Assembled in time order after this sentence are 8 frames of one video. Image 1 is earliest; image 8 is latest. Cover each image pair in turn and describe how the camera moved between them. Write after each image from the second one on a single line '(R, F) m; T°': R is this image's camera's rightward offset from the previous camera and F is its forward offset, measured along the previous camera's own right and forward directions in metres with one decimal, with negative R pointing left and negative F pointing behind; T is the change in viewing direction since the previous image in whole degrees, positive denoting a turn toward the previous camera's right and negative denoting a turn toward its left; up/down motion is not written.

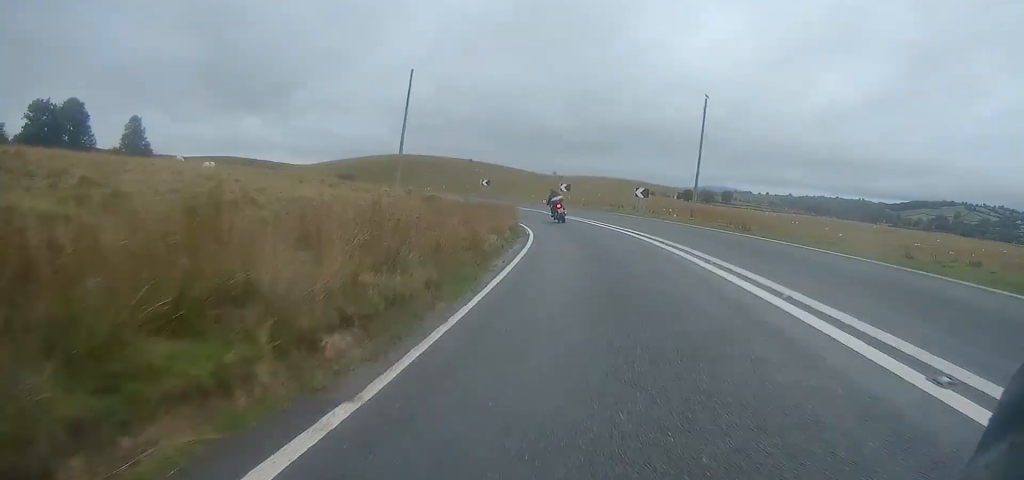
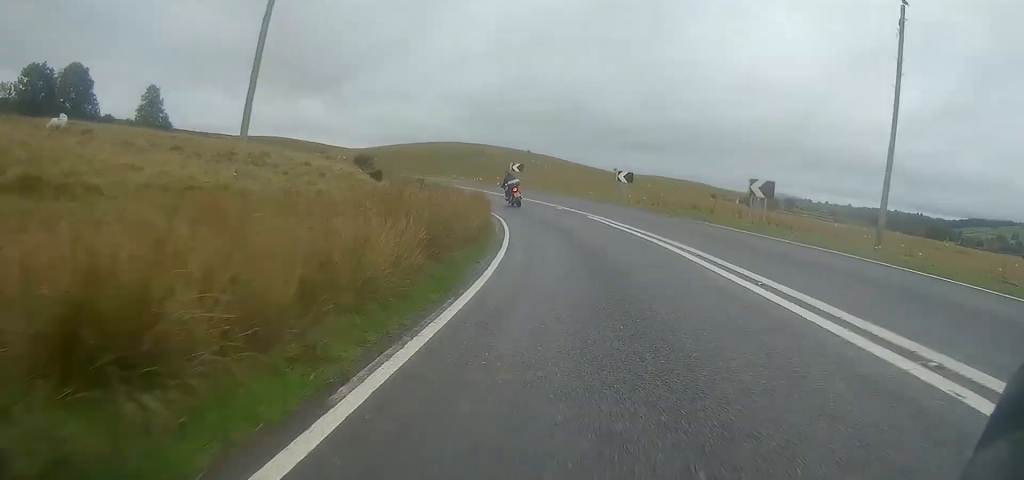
(-0.9, +17.9) m; -7°
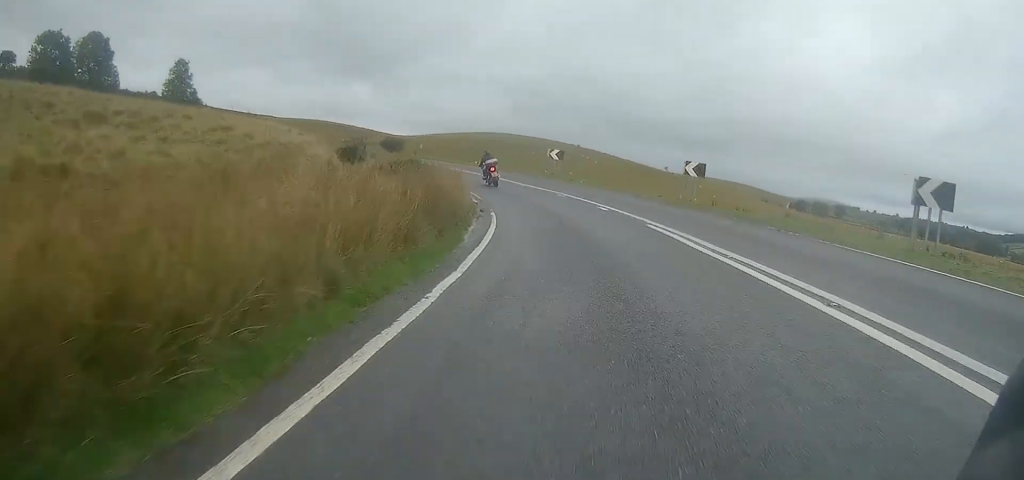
(-0.2, +9.5) m; -4°
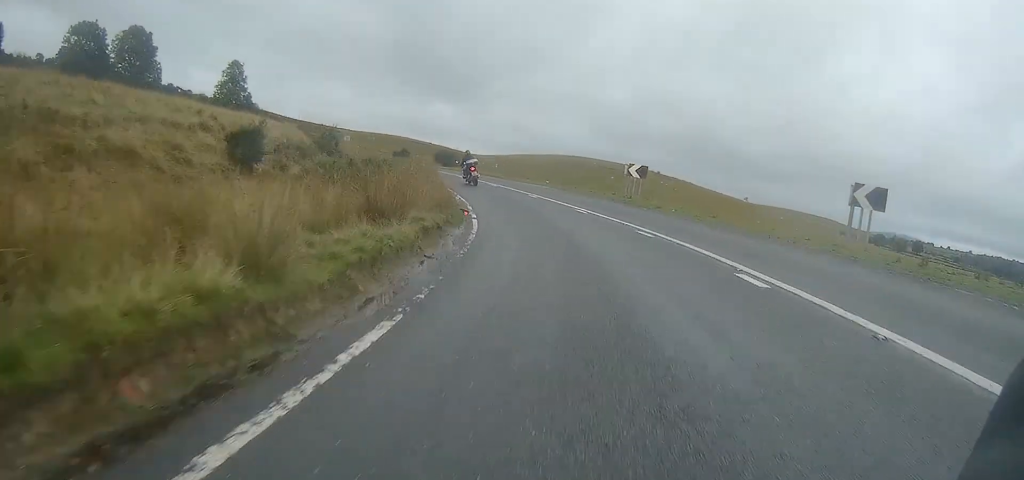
(-1.0, +11.8) m; -5°
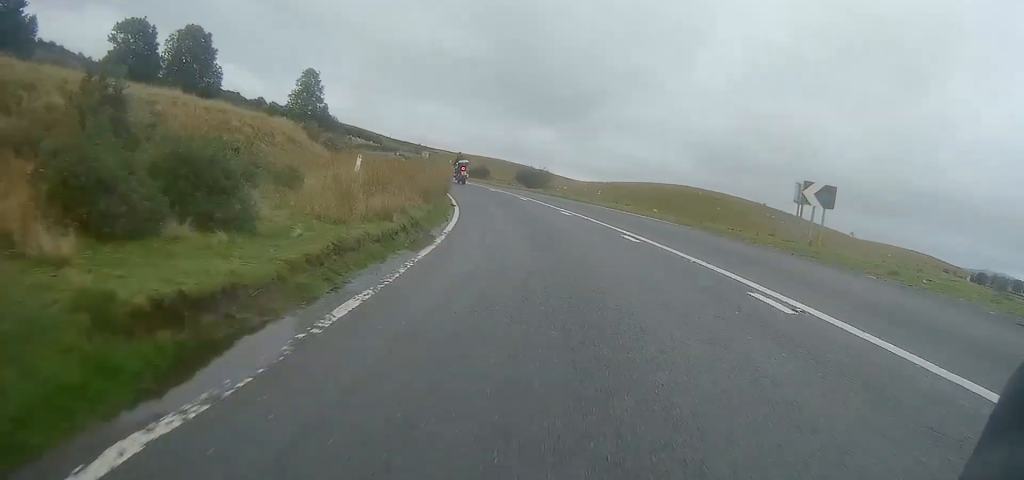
(-0.1, +13.3) m; -8°
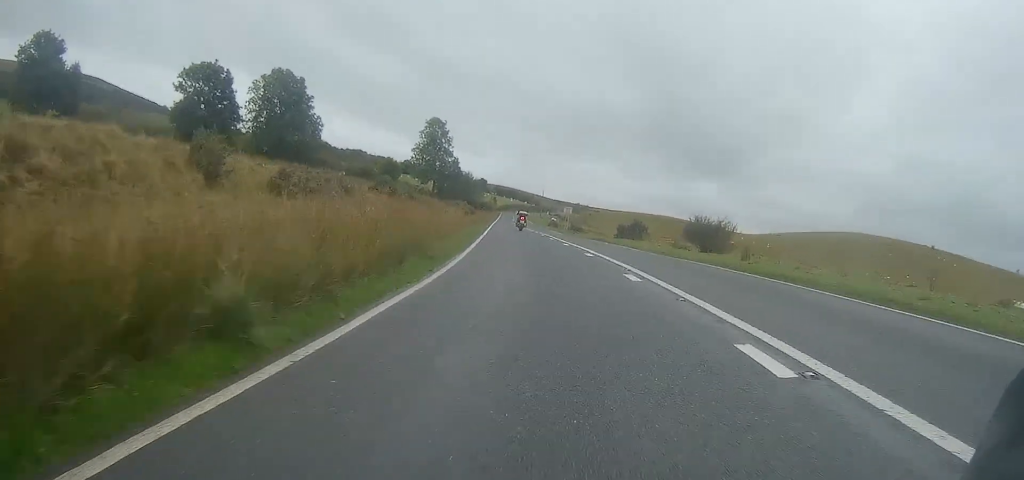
(-3.5, +18.9) m; -18°
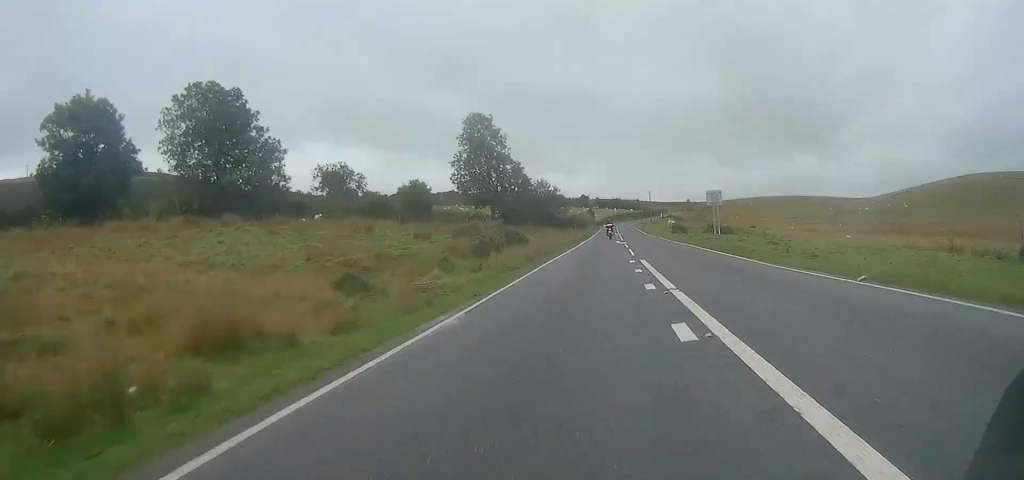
(-5.3, +37.0) m; -12°
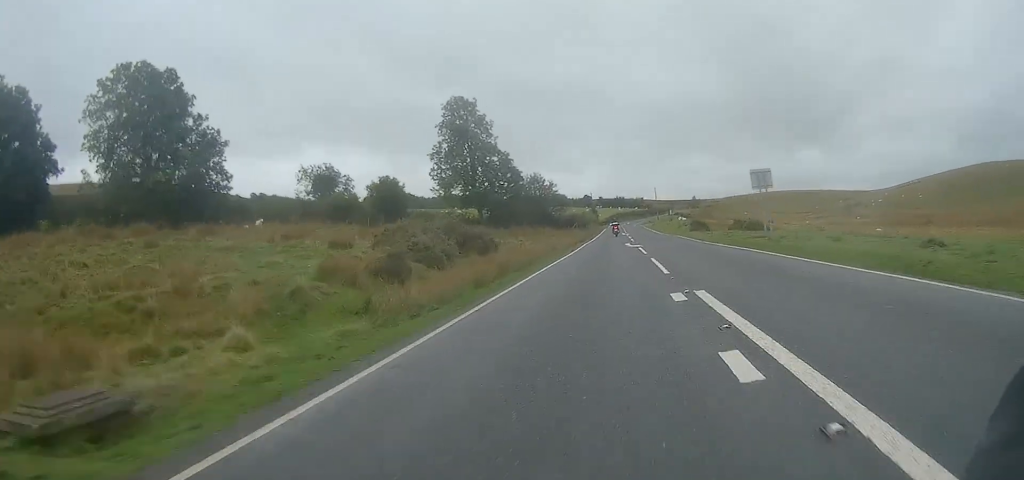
(-0.1, +10.3) m; -1°
